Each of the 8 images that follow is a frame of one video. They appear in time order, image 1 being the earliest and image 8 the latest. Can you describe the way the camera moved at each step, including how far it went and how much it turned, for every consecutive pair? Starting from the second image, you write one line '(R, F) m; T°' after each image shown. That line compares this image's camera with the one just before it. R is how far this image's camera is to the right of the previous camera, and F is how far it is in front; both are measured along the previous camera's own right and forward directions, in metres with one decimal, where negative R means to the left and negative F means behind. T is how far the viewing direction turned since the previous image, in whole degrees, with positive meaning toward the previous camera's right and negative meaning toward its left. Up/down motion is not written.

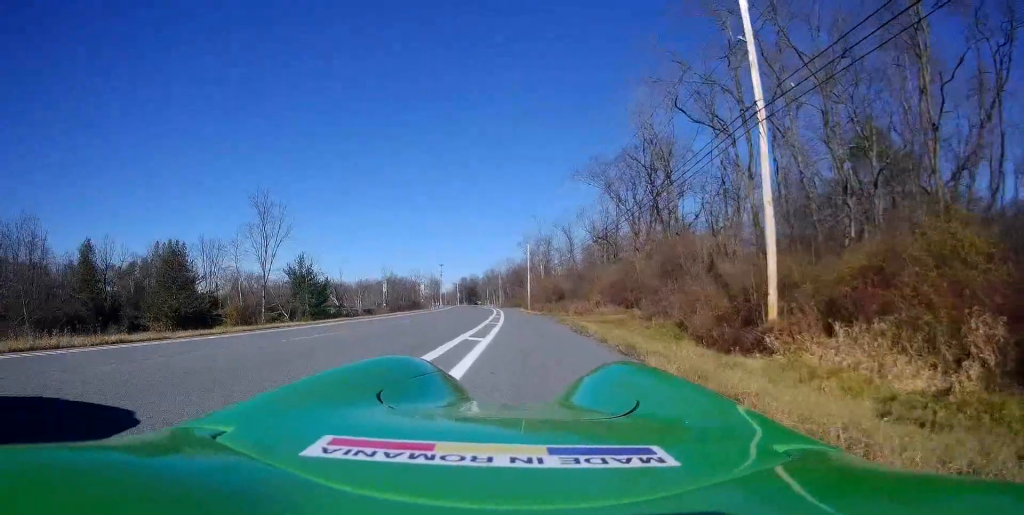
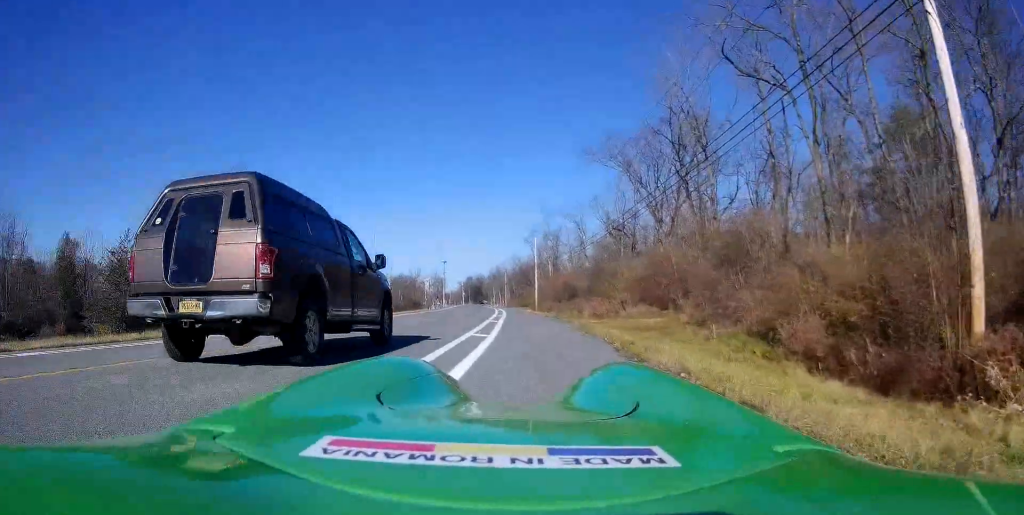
(+0.3, +7.9) m; -2°
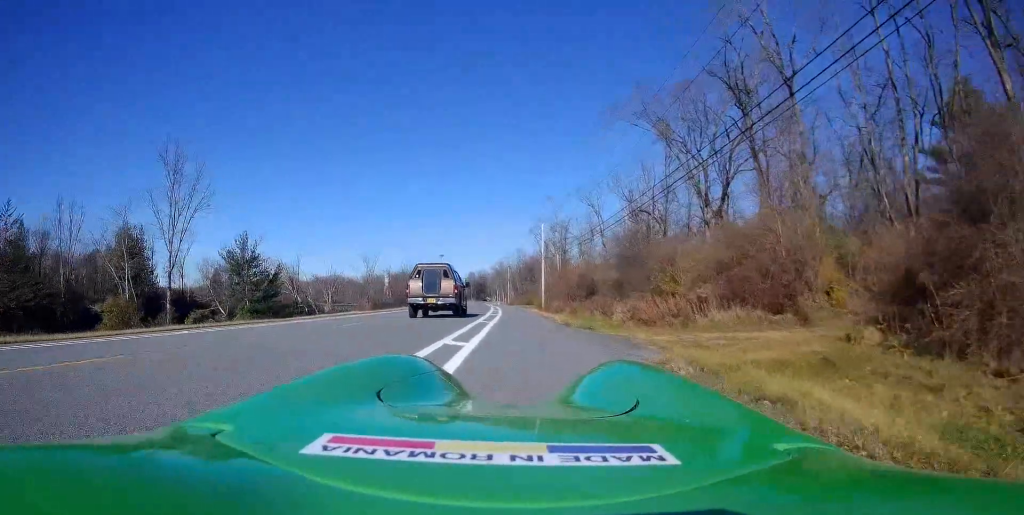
(-0.6, +12.8) m; -1°
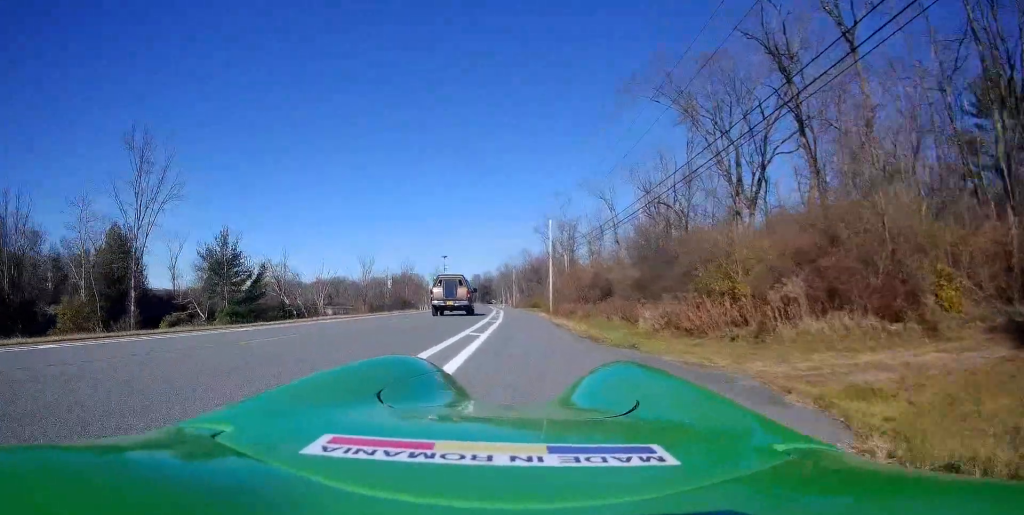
(+0.1, +5.4) m; +1°
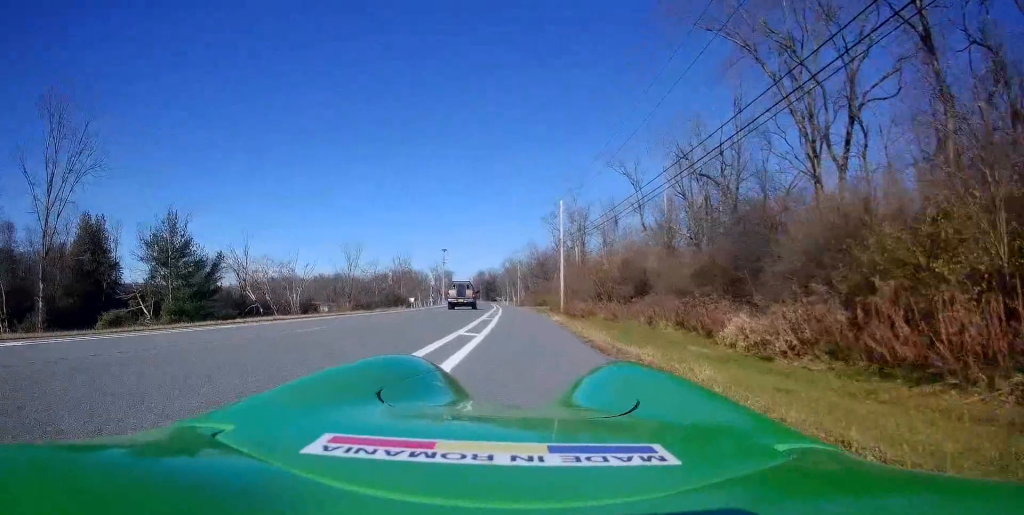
(-0.1, +10.0) m; -1°
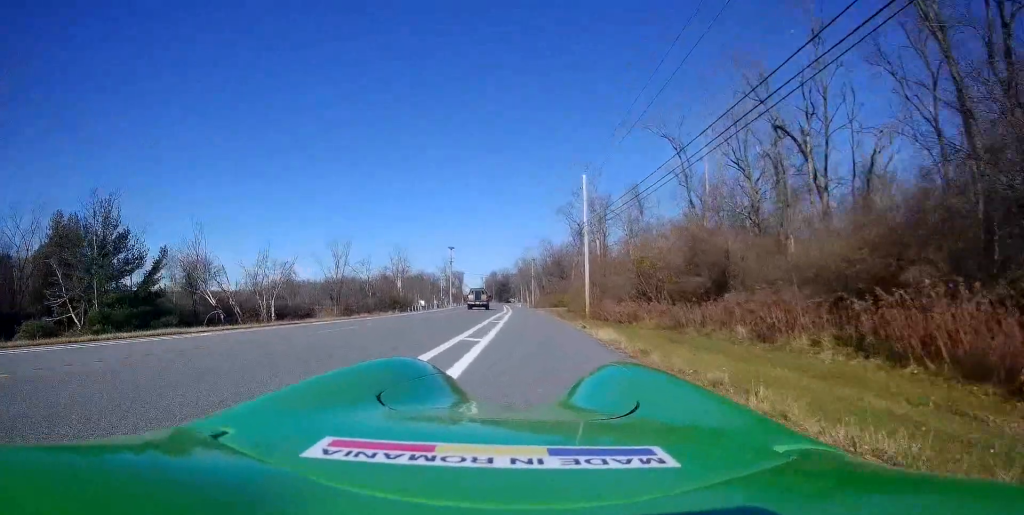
(-0.1, +10.7) m; 0°
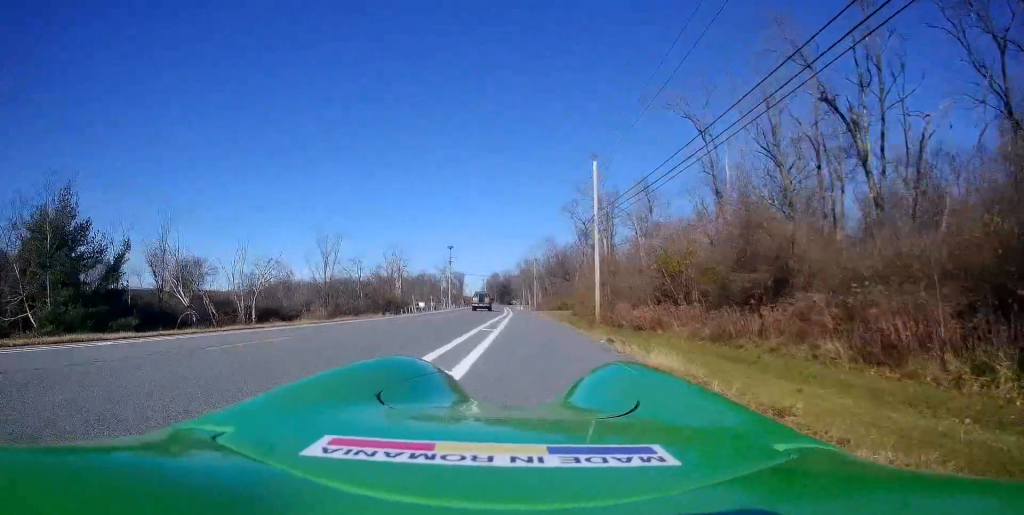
(-0.1, +4.9) m; 0°
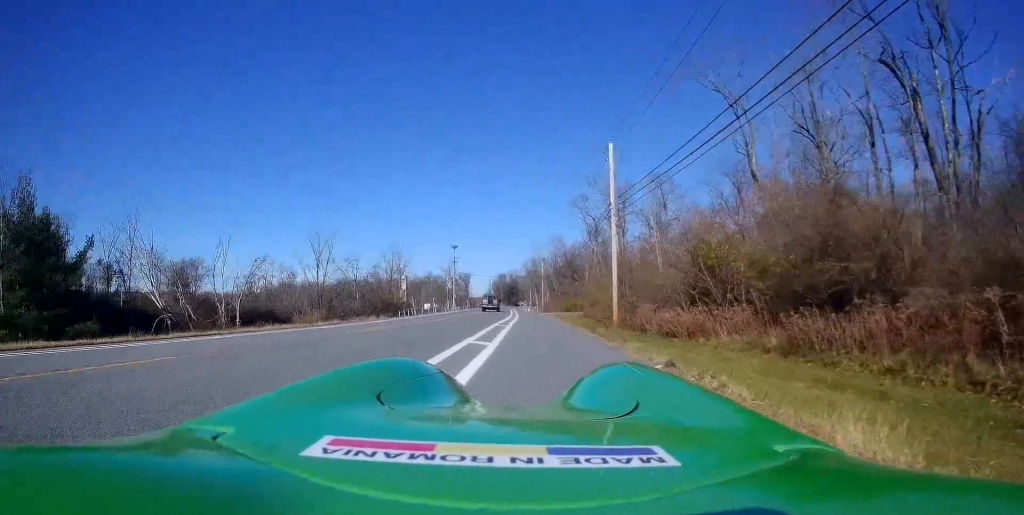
(+0.1, +4.5) m; -1°
